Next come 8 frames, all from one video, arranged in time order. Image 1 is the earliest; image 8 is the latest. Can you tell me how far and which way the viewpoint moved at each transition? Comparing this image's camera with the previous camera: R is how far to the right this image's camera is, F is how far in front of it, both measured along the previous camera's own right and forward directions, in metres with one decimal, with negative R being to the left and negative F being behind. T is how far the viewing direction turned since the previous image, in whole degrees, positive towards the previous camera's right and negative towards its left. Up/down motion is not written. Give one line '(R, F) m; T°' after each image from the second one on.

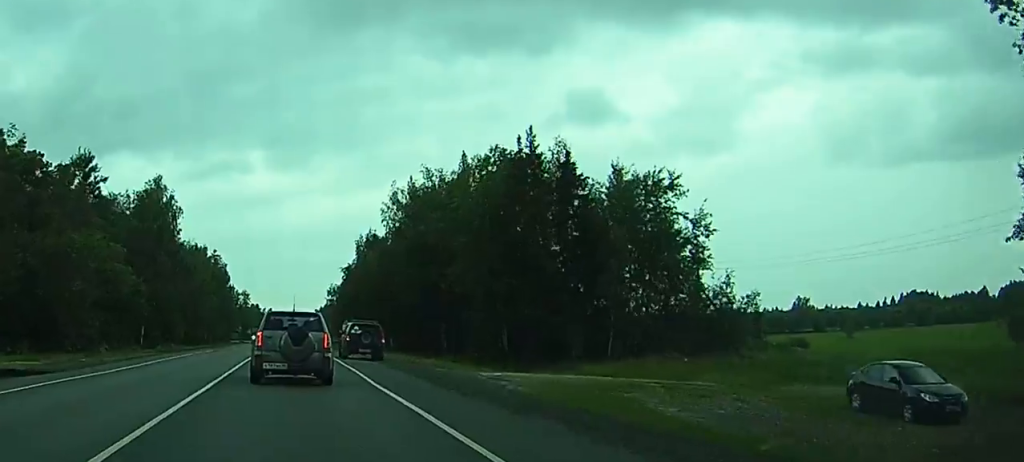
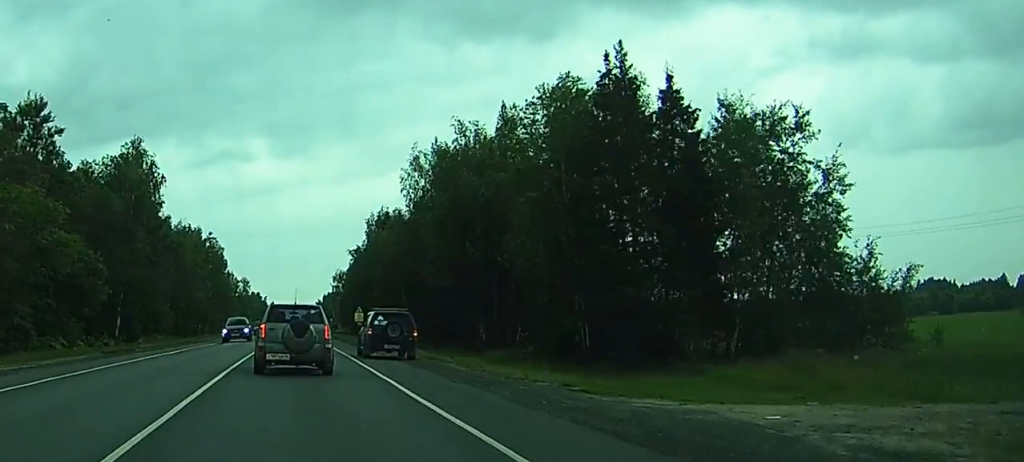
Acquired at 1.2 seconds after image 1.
(-0.9, +17.8) m; -4°
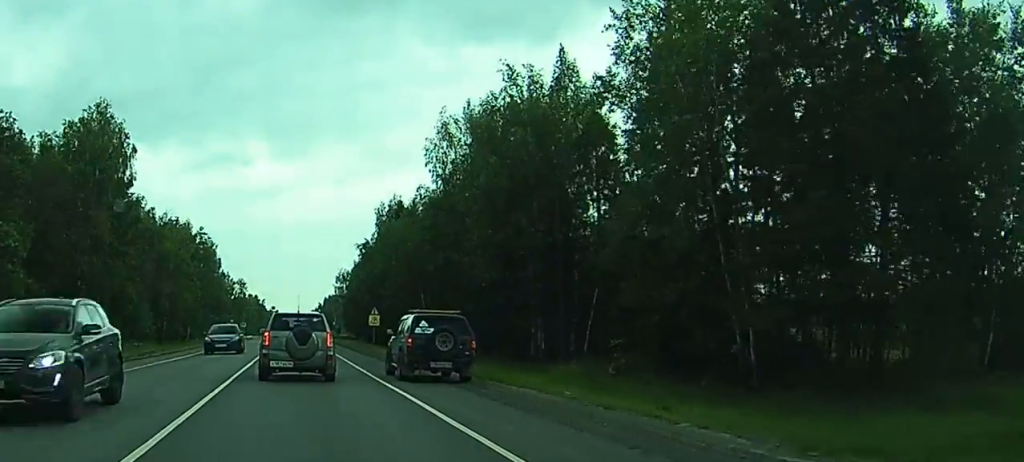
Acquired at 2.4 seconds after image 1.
(-0.3, +18.3) m; -1°
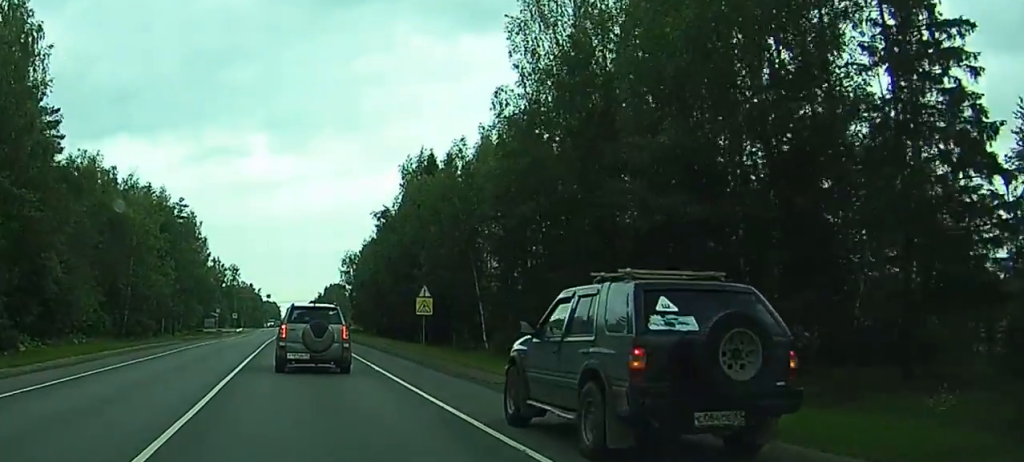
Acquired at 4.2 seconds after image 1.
(+0.1, +30.3) m; +1°
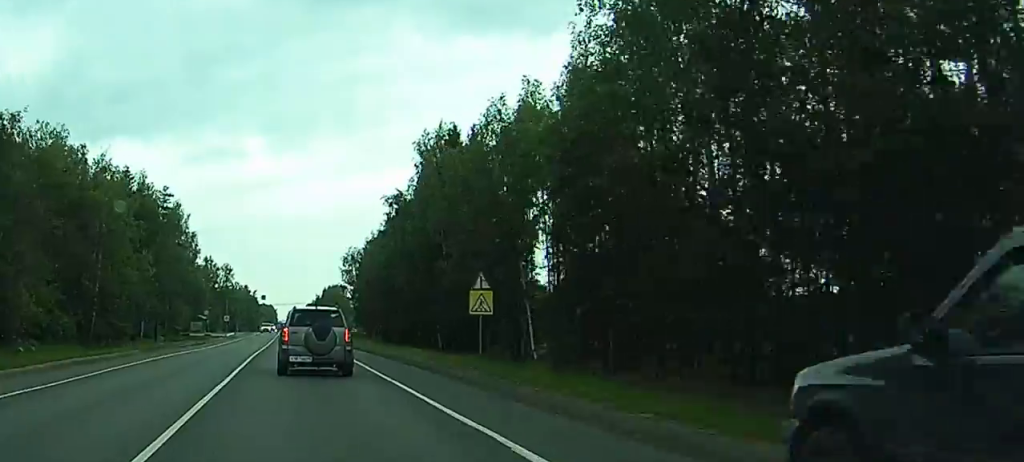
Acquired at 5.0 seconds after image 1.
(+0.1, +15.4) m; 0°
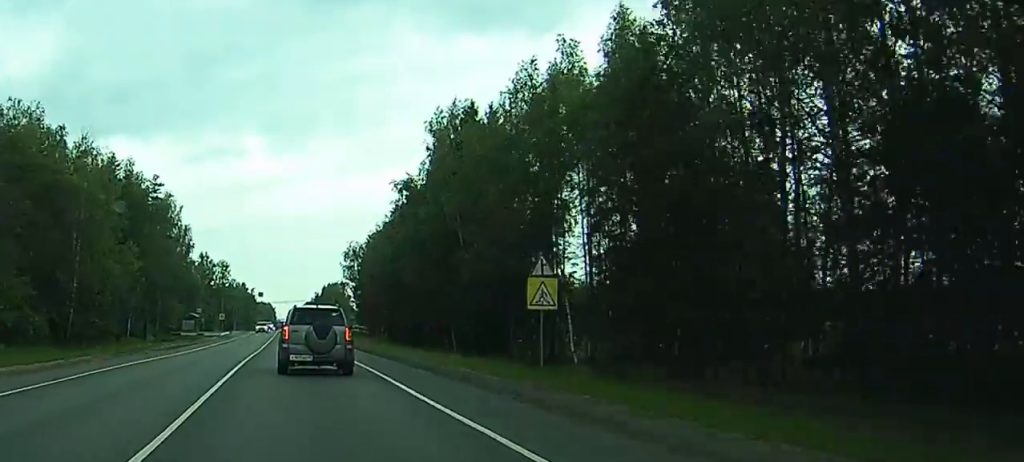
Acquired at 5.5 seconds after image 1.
(0.0, +8.5) m; 0°
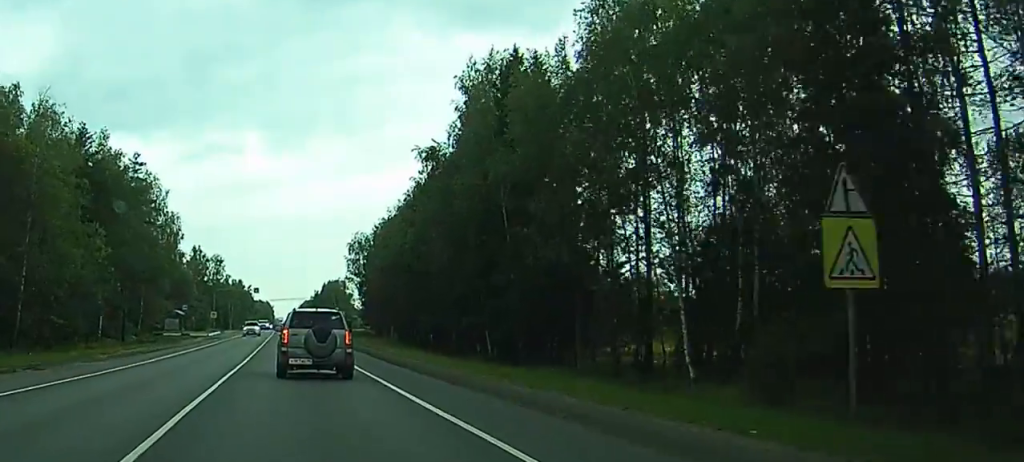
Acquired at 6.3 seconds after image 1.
(0.0, +14.8) m; 0°
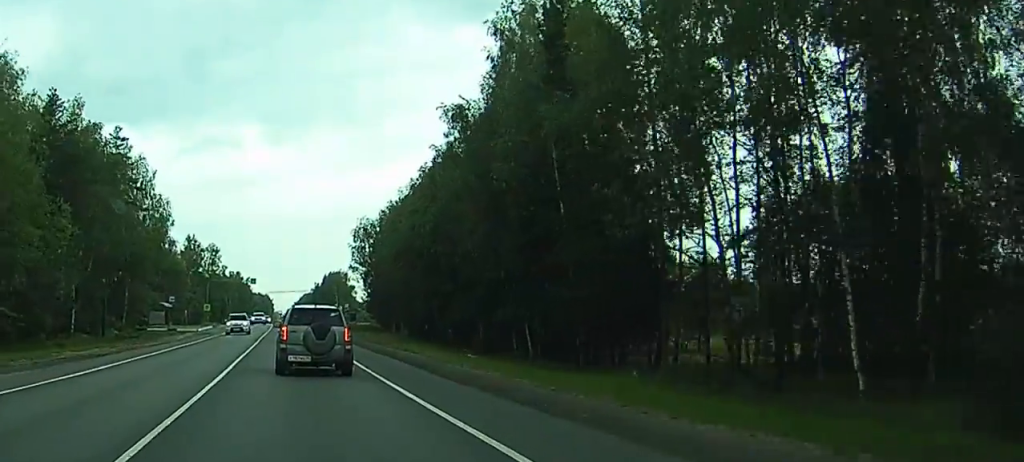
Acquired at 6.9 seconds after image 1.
(0.0, +11.2) m; 0°
